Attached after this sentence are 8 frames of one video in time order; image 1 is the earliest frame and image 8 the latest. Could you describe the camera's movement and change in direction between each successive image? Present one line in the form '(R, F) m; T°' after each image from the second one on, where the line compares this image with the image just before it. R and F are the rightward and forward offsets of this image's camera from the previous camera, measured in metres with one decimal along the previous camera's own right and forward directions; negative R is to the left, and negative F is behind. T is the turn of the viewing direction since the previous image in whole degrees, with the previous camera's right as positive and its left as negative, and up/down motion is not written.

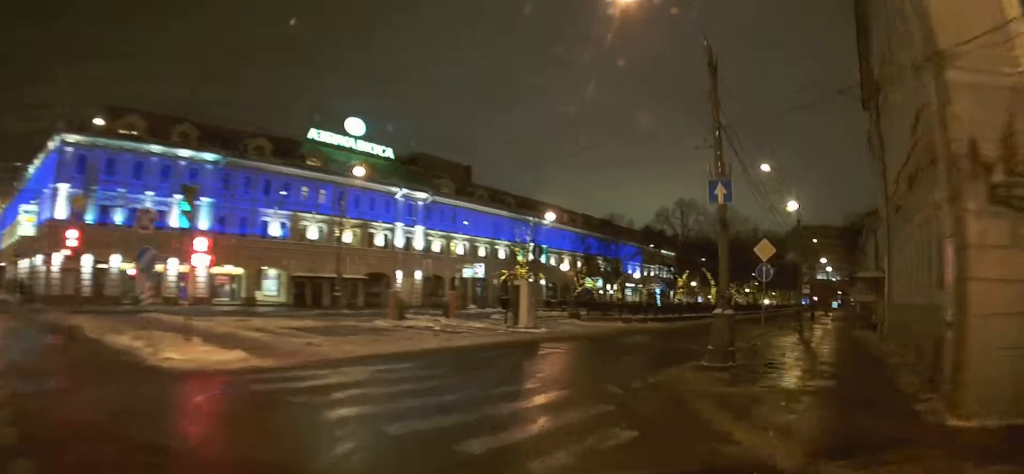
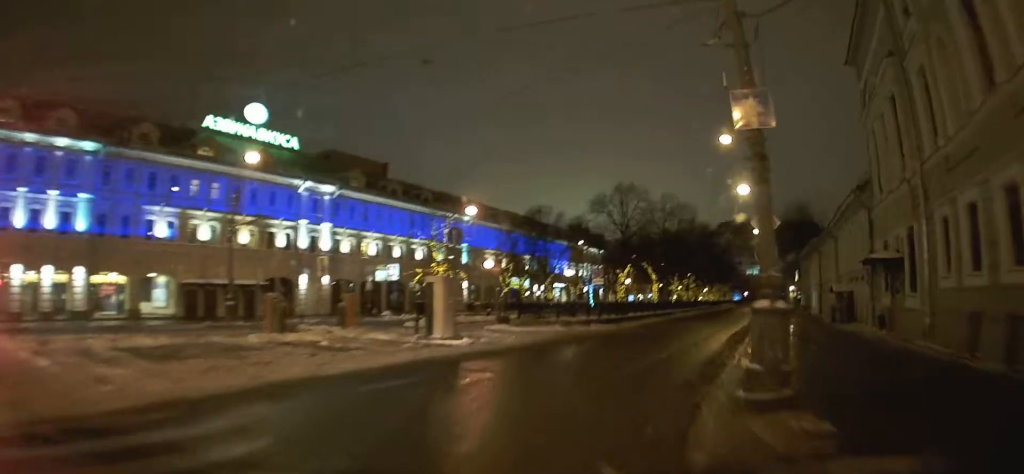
(+0.3, +3.7) m; +10°
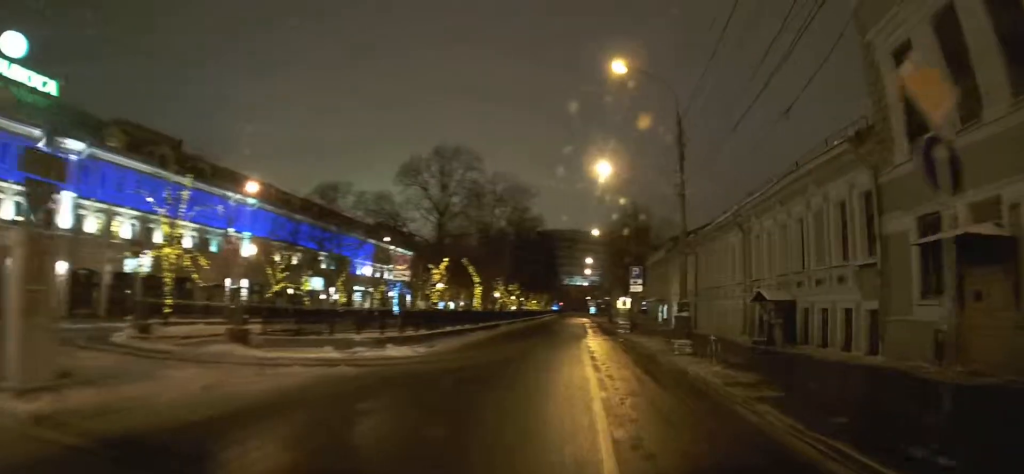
(+1.3, +7.5) m; +16°
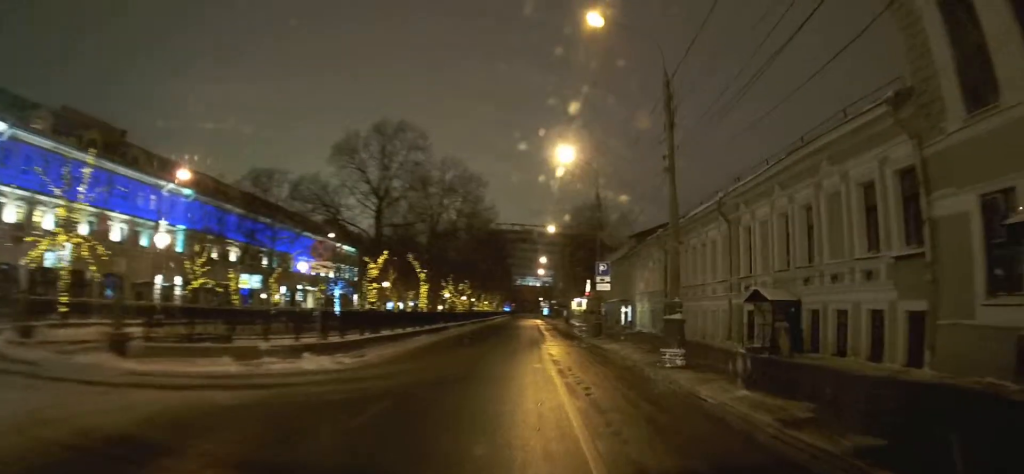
(+0.1, +2.4) m; +4°
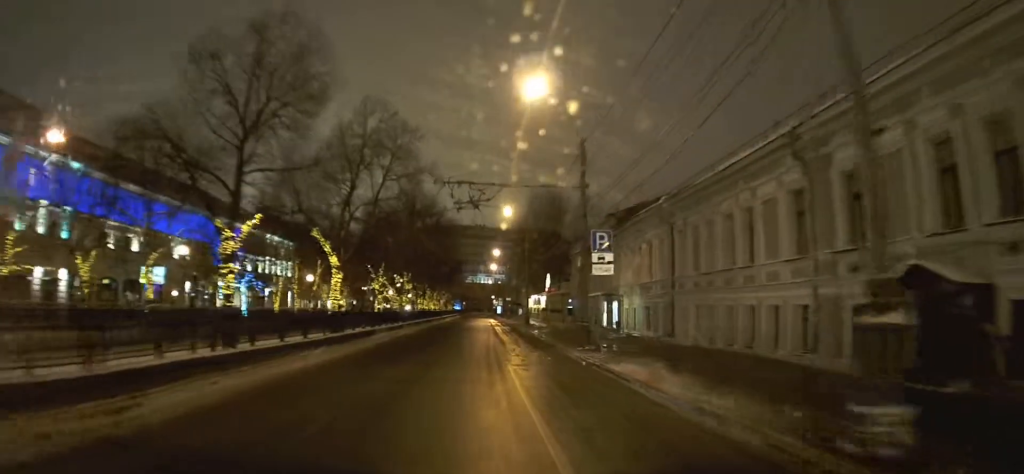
(+0.5, +6.1) m; +6°
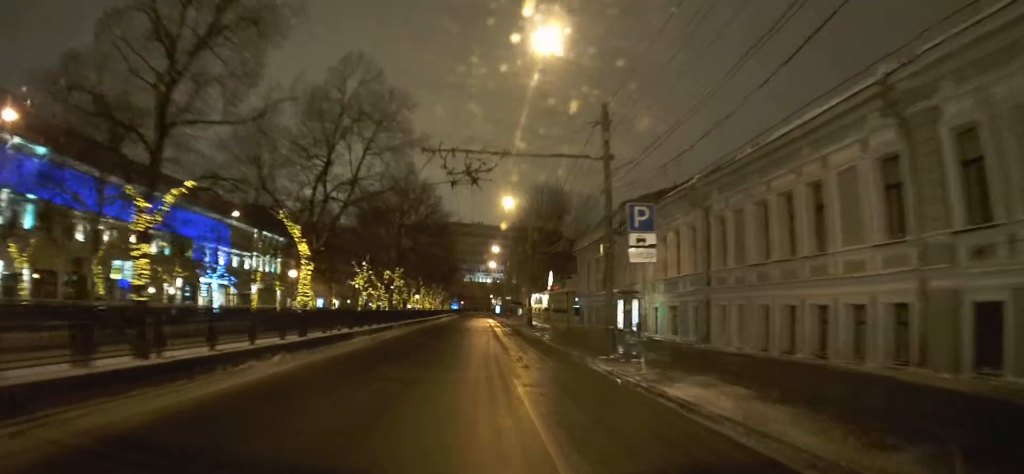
(+0.2, +2.6) m; 0°
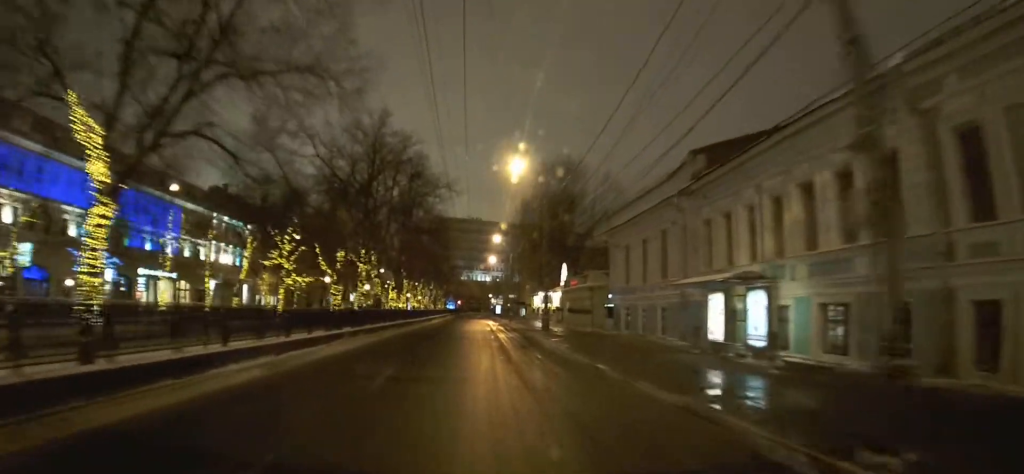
(-0.3, +7.9) m; -2°
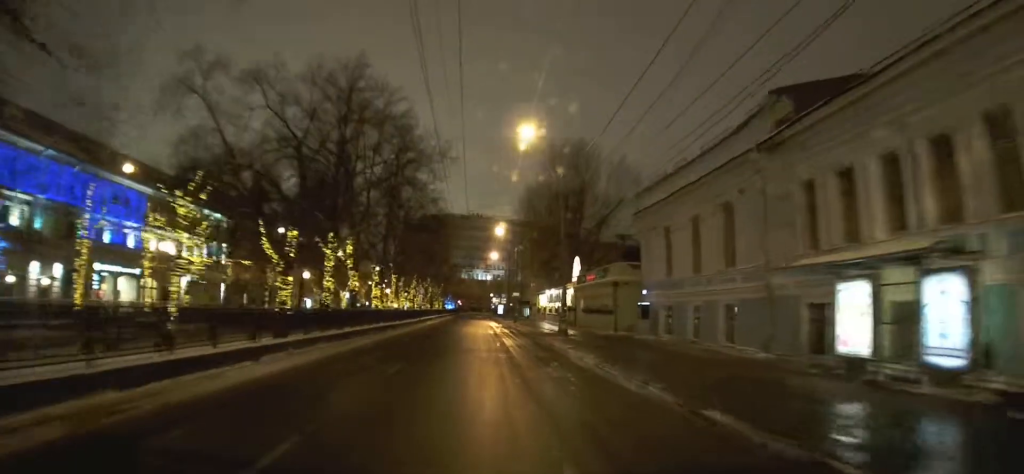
(+0.1, +4.5) m; 0°
